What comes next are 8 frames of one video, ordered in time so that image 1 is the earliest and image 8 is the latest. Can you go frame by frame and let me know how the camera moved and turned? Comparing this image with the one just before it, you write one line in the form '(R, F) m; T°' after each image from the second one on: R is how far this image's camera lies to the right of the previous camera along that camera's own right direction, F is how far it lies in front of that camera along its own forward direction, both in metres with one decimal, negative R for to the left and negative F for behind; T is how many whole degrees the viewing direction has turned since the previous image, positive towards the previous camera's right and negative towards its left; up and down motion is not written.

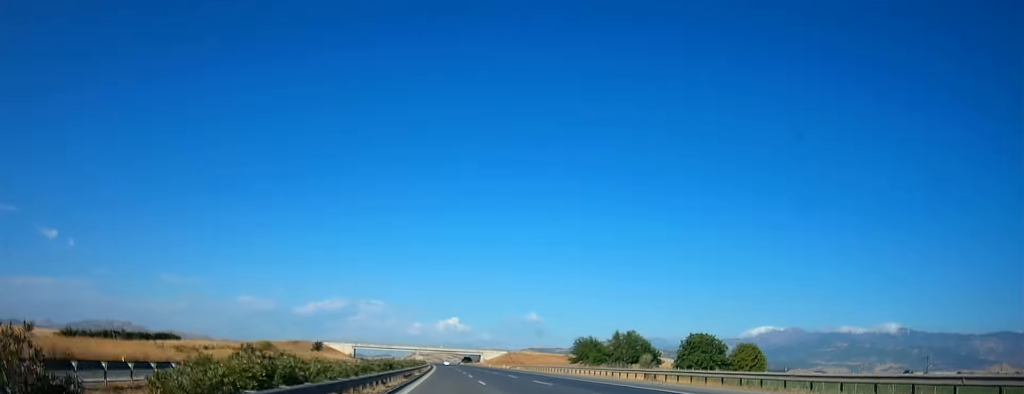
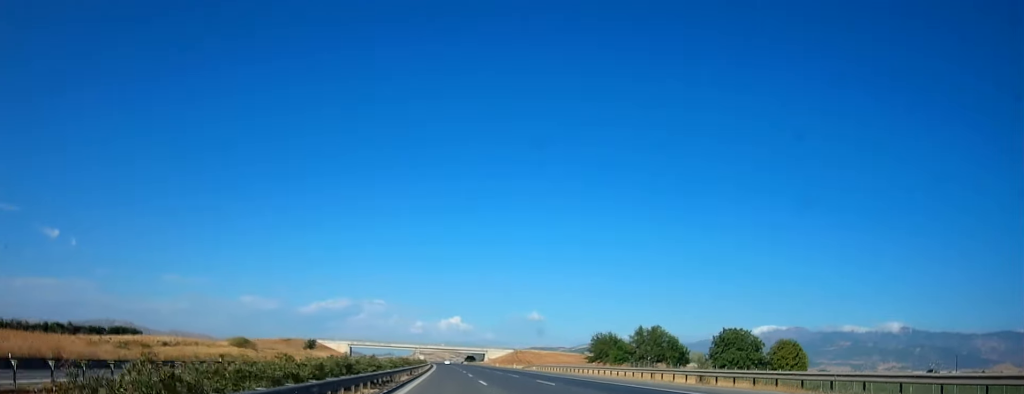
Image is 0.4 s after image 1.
(0.0, +17.3) m; 0°
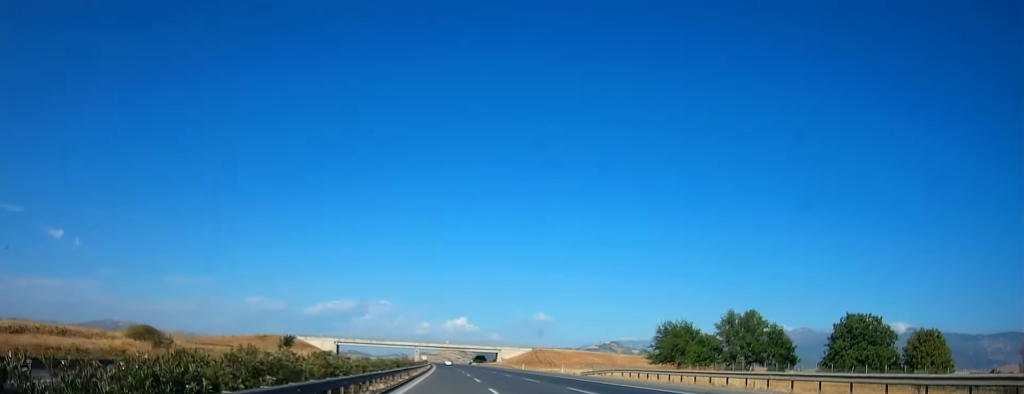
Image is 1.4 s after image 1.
(-0.4, +42.9) m; -1°
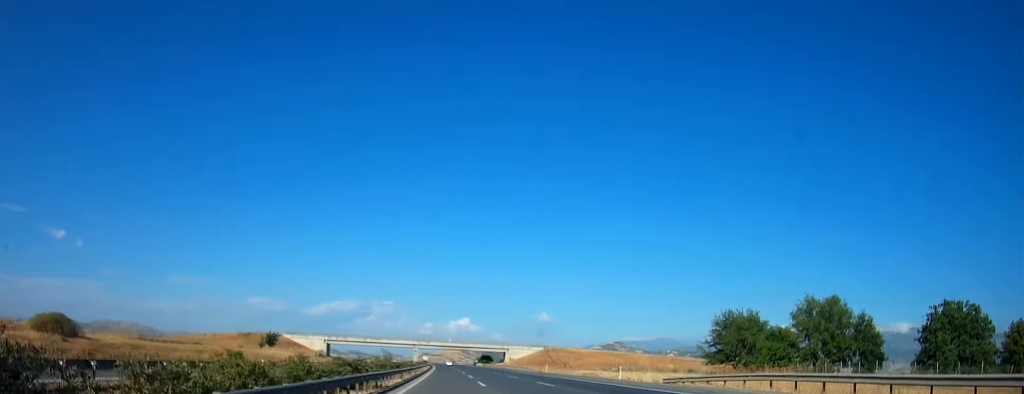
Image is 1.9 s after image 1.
(-0.3, +22.0) m; 0°
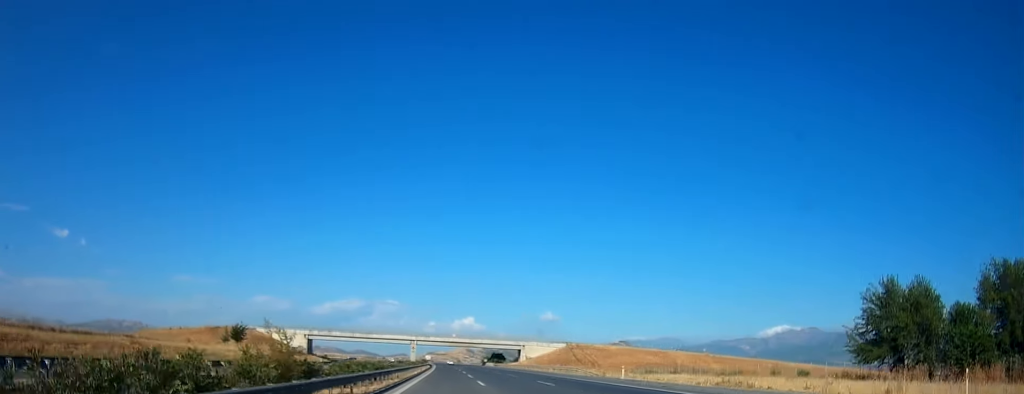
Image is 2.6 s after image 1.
(+0.4, +32.8) m; 0°
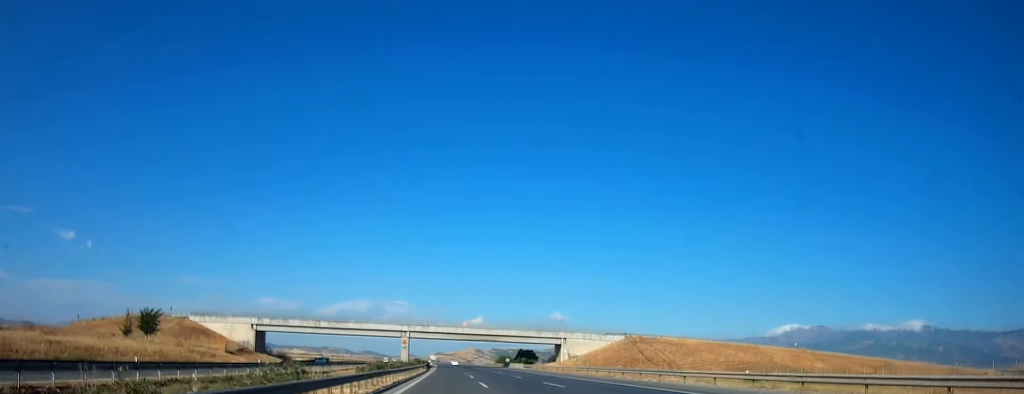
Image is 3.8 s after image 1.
(-0.5, +51.1) m; -1°
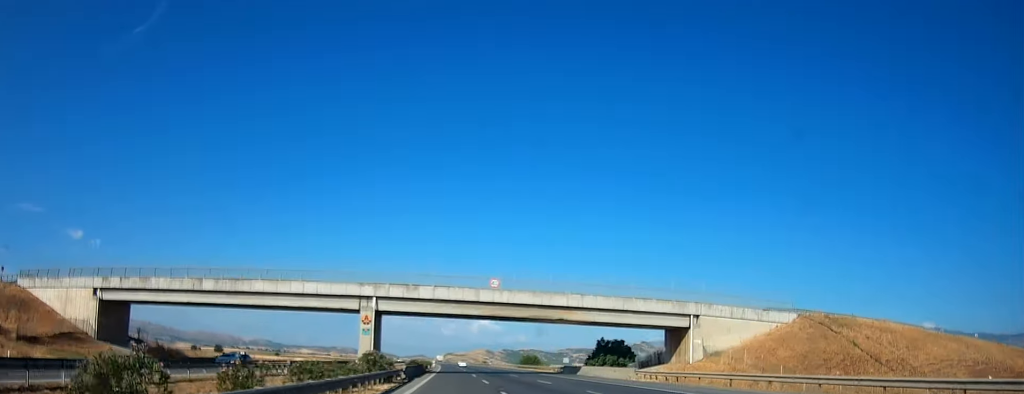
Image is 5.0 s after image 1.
(-0.4, +59.7) m; -1°
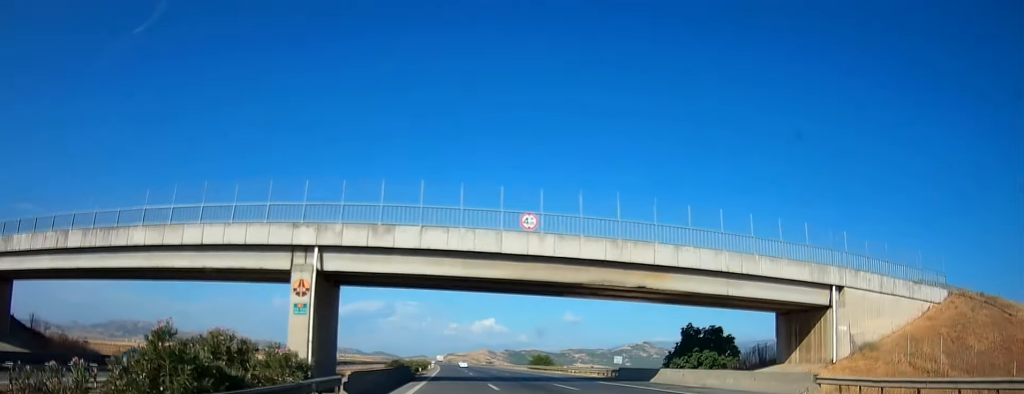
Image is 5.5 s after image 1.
(-0.1, +23.2) m; 0°
